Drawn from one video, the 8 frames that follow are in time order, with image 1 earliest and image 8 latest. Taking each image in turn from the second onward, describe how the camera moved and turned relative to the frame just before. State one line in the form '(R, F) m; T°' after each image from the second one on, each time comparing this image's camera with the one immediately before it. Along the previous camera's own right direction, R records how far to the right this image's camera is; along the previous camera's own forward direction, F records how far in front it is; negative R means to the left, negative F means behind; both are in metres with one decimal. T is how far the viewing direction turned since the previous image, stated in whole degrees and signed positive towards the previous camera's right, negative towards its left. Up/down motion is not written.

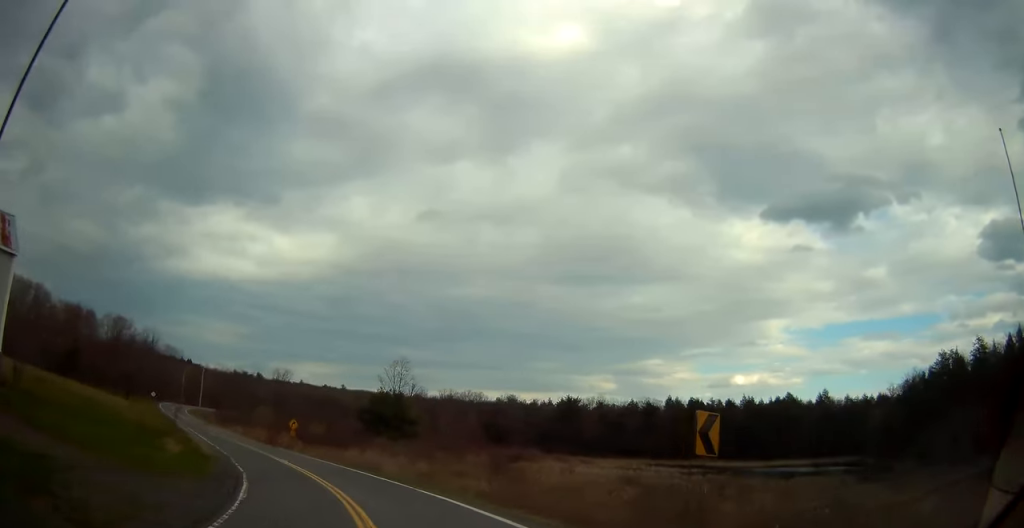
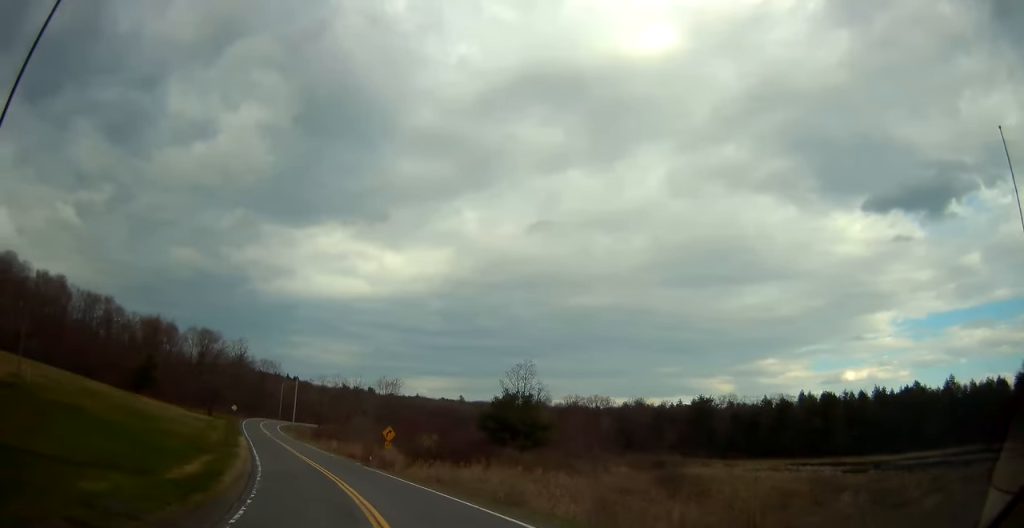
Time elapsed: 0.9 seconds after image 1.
(-1.9, +14.9) m; -12°
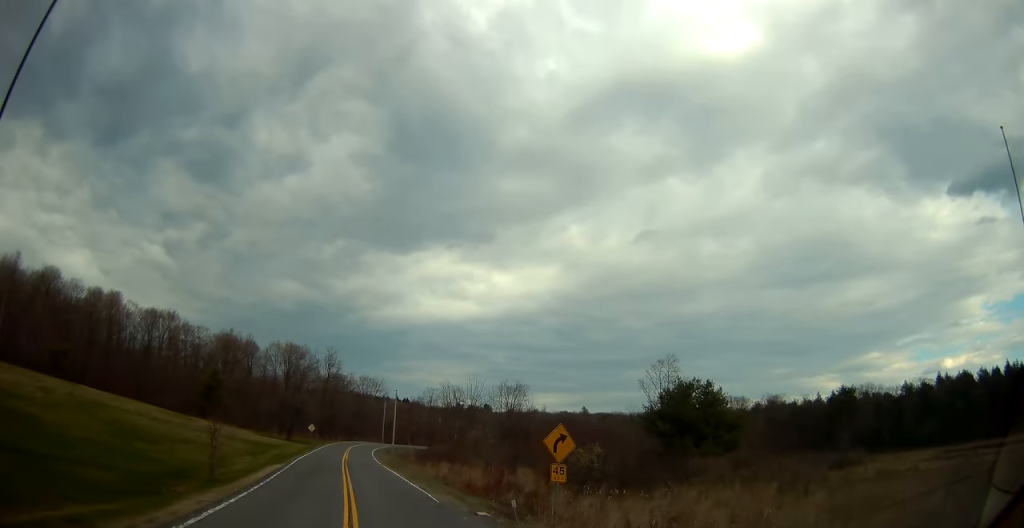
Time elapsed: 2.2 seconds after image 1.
(-2.5, +21.5) m; -11°
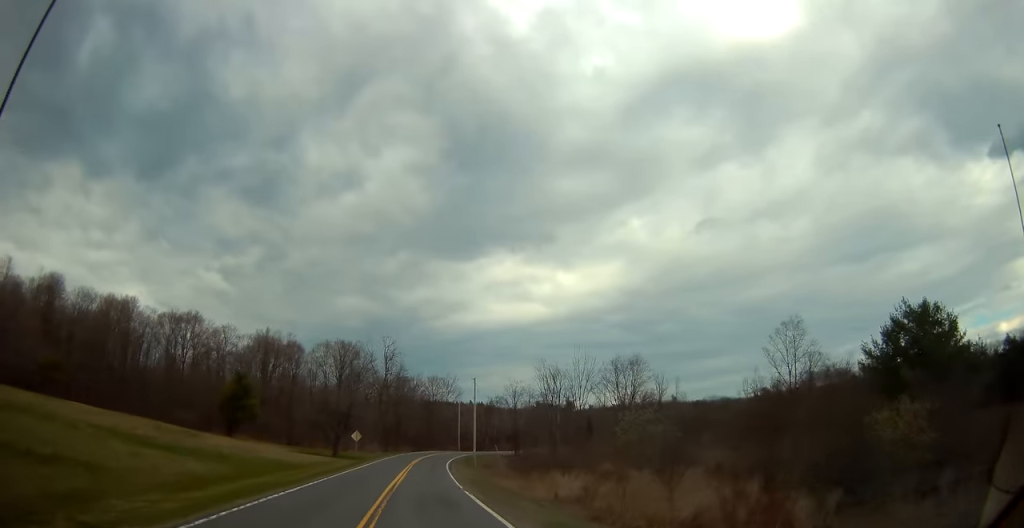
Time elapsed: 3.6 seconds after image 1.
(-1.3, +23.5) m; -5°
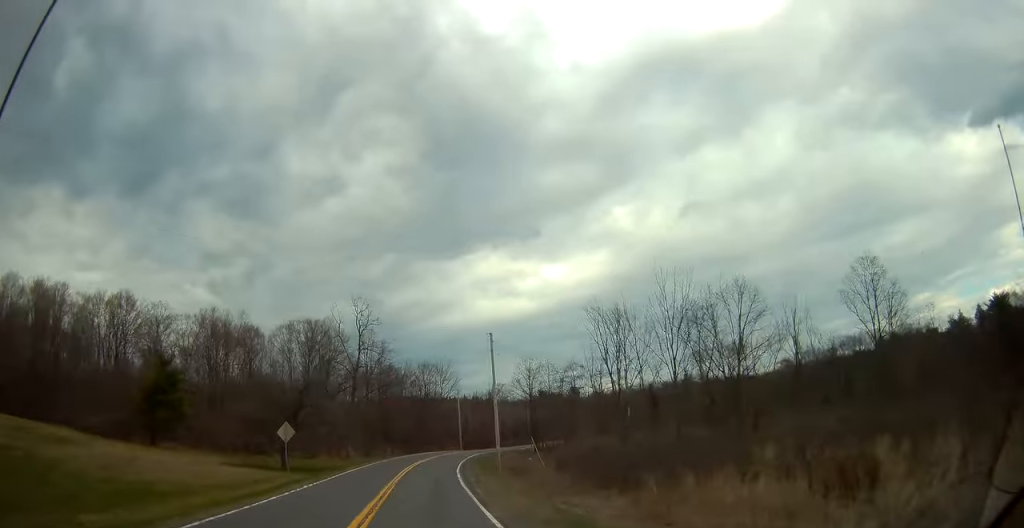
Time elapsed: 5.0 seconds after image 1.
(-0.4, +25.3) m; -1°
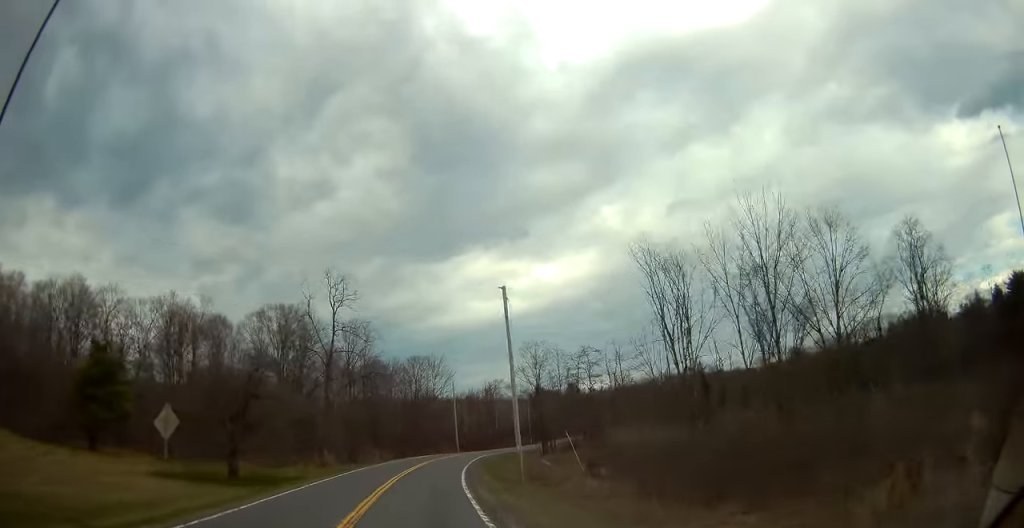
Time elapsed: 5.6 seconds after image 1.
(0.0, +12.5) m; +1°
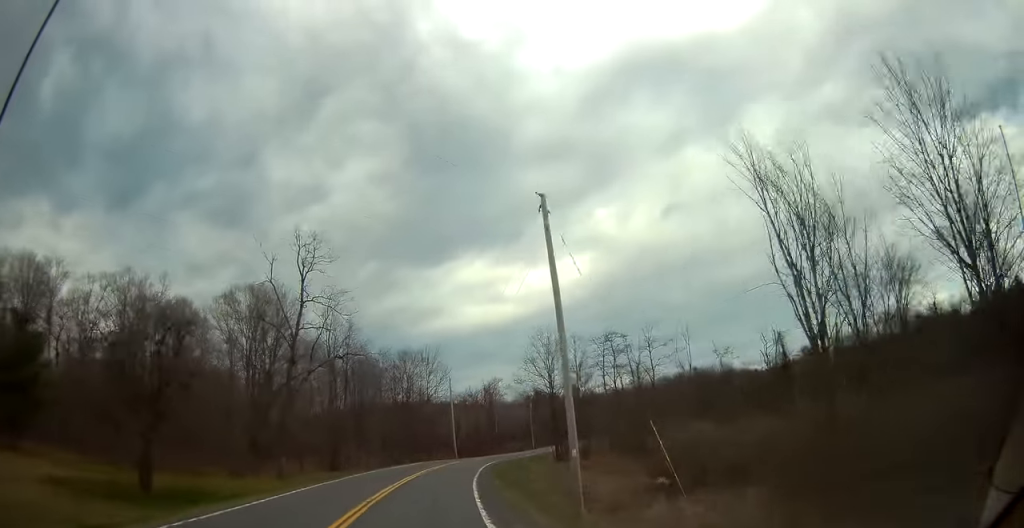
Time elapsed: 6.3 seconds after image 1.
(-0.1, +12.1) m; +2°
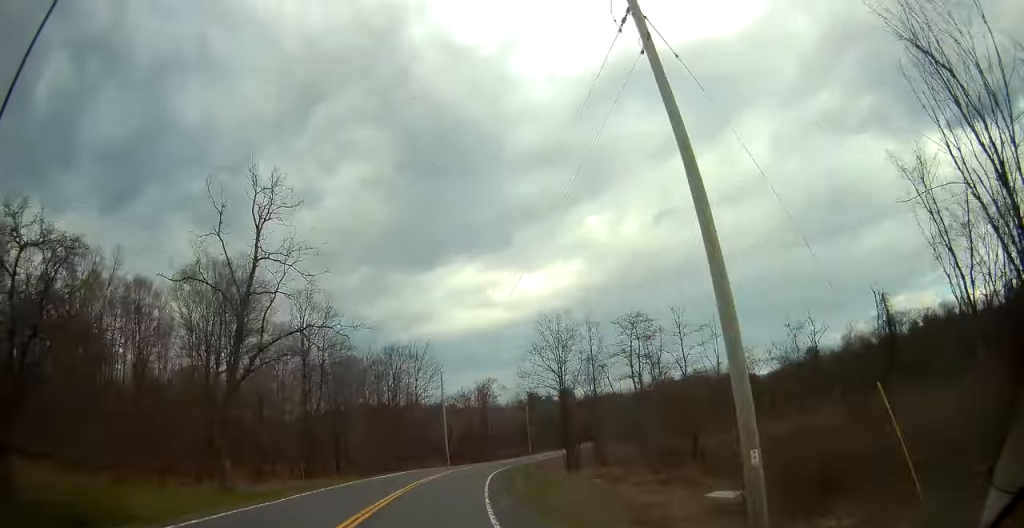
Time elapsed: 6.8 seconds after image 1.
(+0.4, +10.4) m; +1°
